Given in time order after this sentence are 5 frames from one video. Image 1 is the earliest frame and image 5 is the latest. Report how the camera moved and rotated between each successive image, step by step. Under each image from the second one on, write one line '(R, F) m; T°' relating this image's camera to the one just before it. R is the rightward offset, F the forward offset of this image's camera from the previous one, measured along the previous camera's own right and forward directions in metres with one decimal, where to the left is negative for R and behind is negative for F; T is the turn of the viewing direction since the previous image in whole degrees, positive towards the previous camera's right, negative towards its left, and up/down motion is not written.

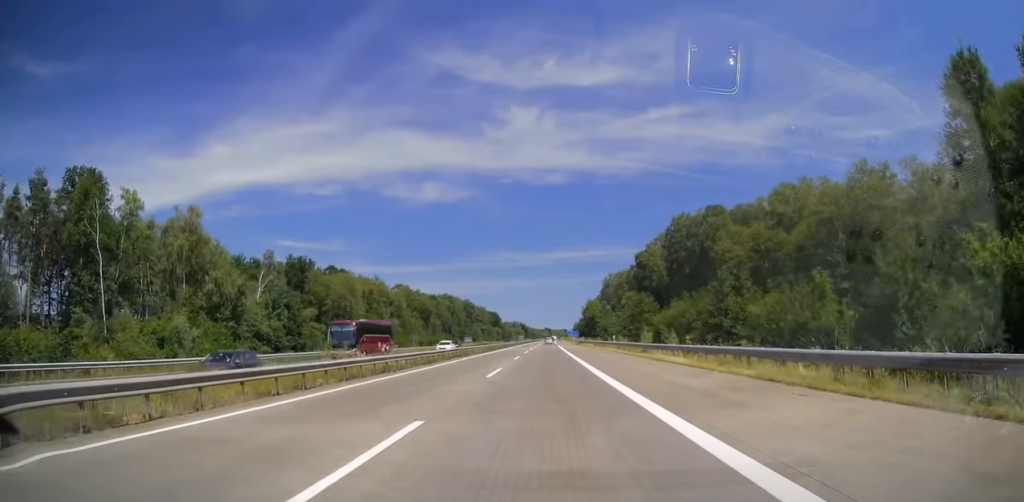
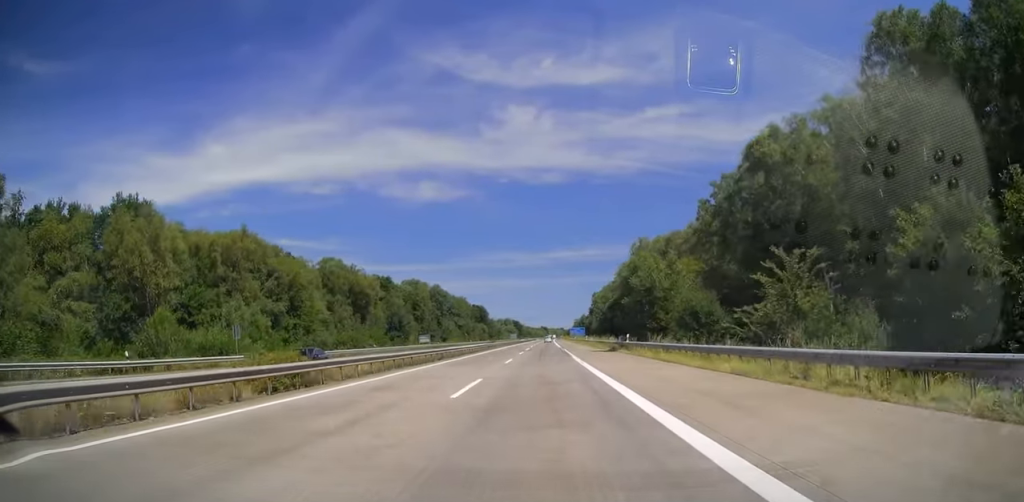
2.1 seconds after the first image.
(-0.4, +62.3) m; 0°
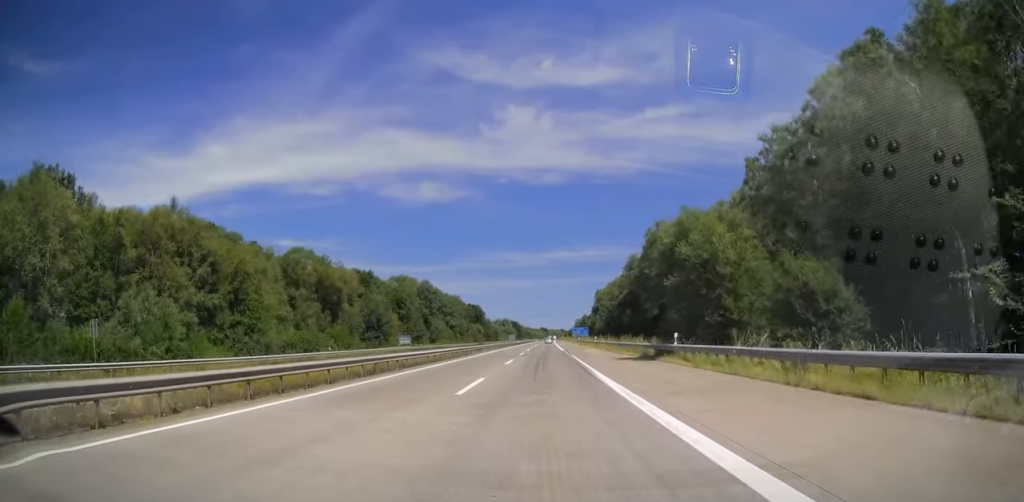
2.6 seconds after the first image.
(+0.1, +17.2) m; 0°
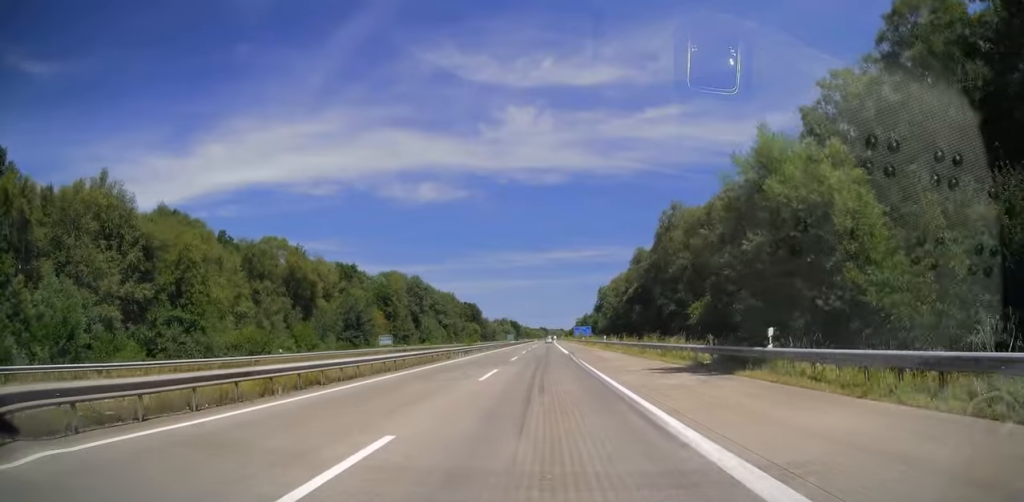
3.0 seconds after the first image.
(+0.1, +12.6) m; 0°
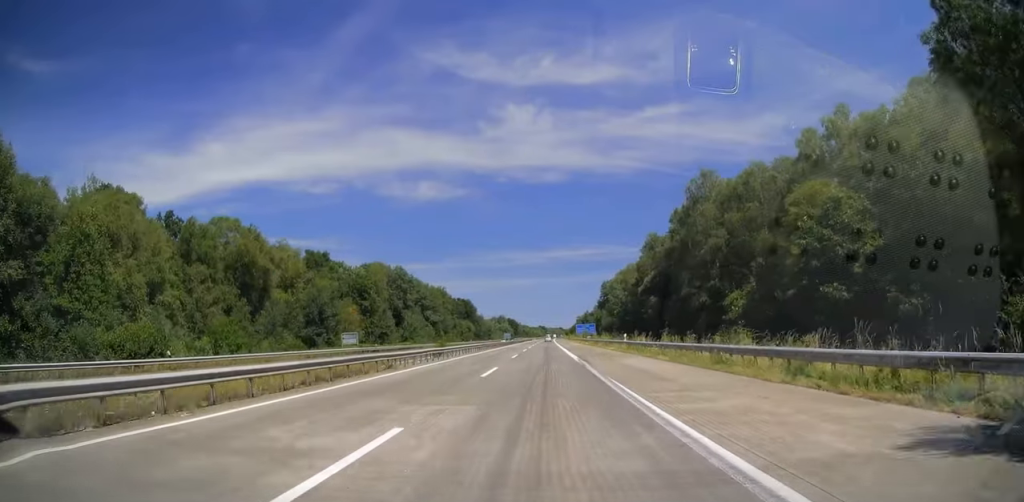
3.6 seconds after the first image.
(0.0, +17.2) m; 0°
